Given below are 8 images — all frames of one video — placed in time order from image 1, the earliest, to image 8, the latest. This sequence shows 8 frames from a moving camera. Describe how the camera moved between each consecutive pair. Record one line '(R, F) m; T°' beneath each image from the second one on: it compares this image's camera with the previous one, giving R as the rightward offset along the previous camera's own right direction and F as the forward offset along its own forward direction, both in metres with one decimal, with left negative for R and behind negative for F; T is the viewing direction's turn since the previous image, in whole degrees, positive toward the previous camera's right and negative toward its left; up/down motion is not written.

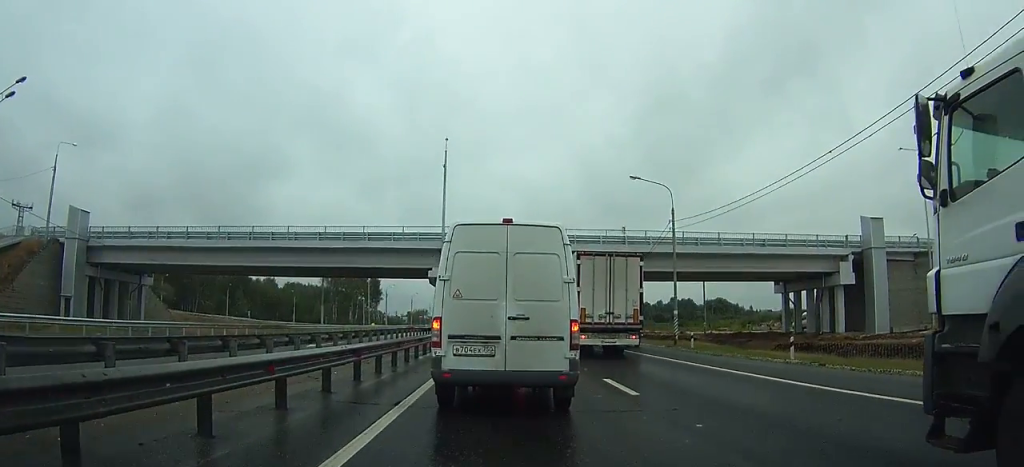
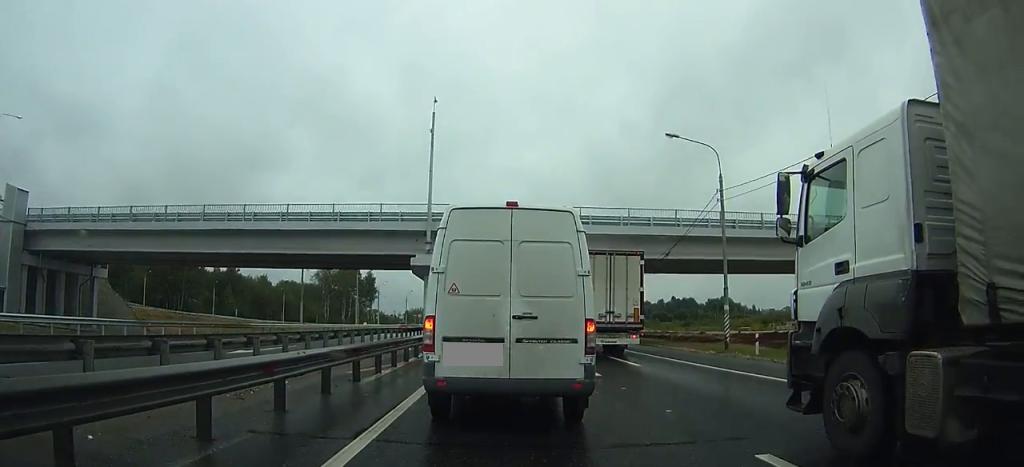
(-0.2, +8.1) m; -1°
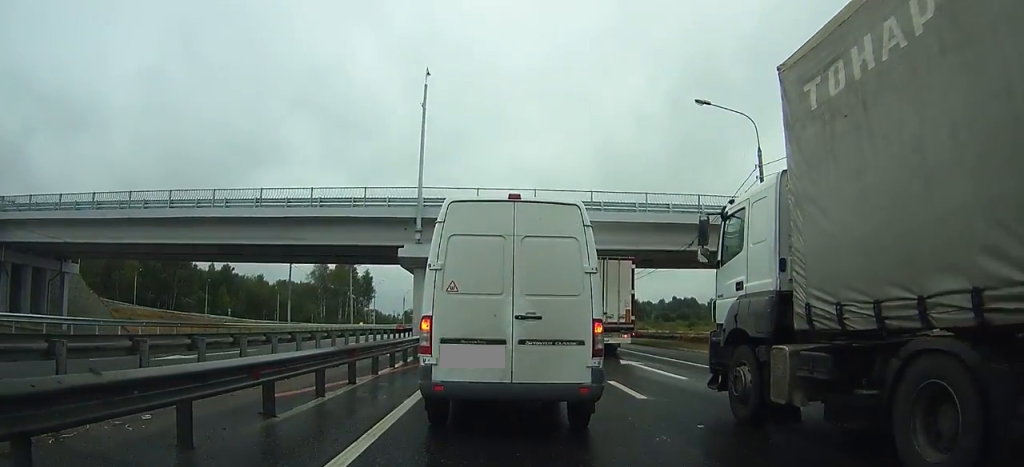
(+0.1, +5.2) m; +6°
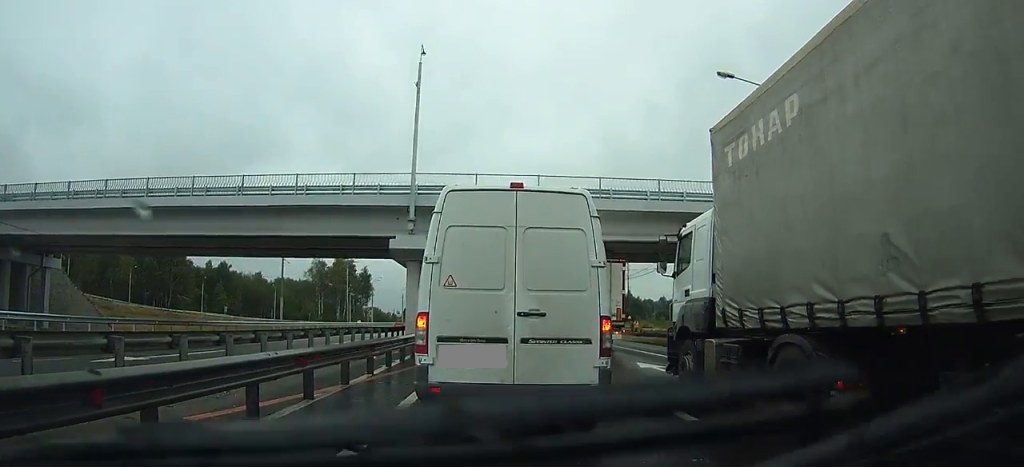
(+0.1, +3.0) m; +3°
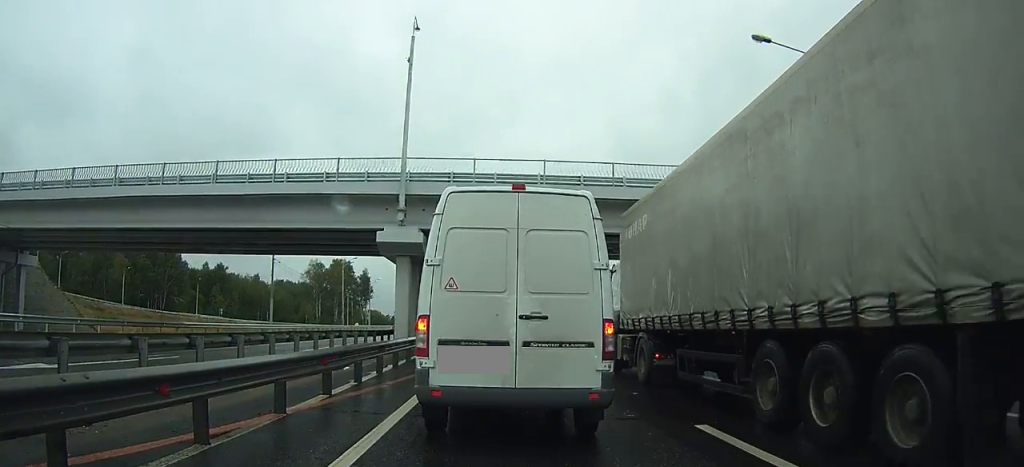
(+0.1, +4.8) m; -1°
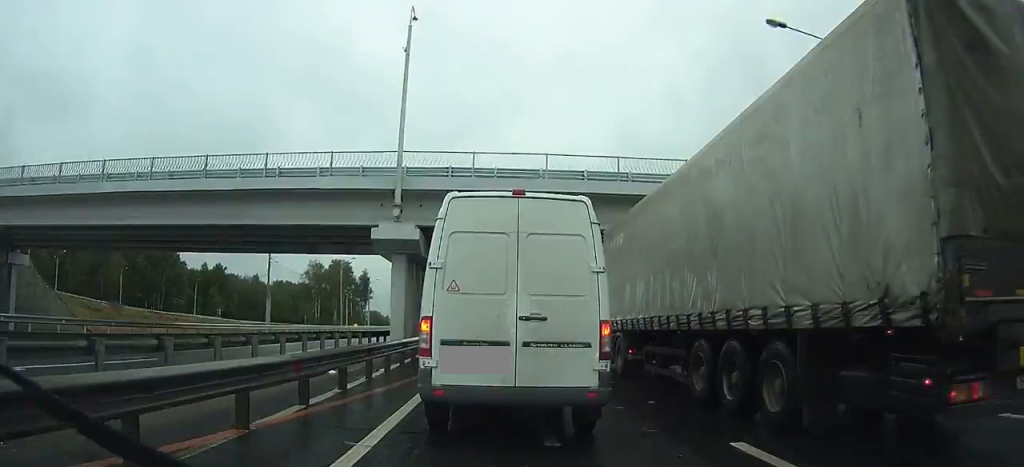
(0.0, +1.5) m; -2°
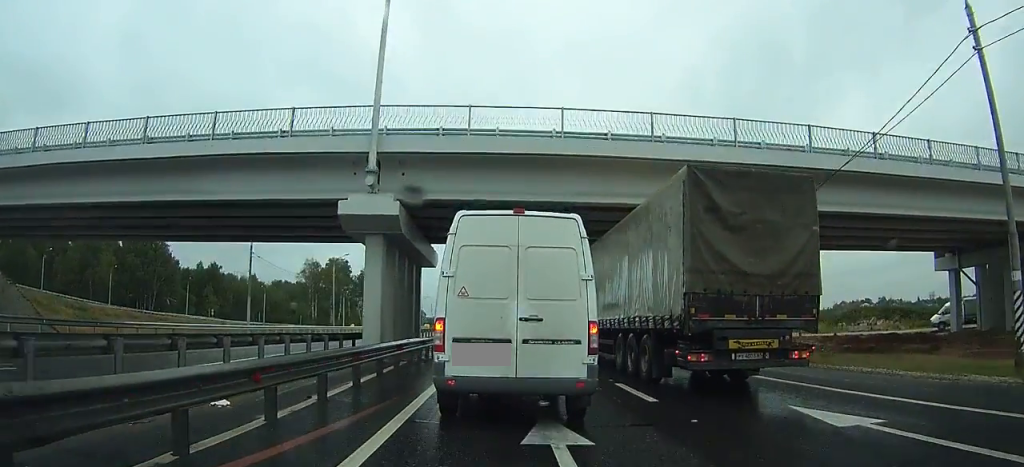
(-0.2, +5.0) m; -3°
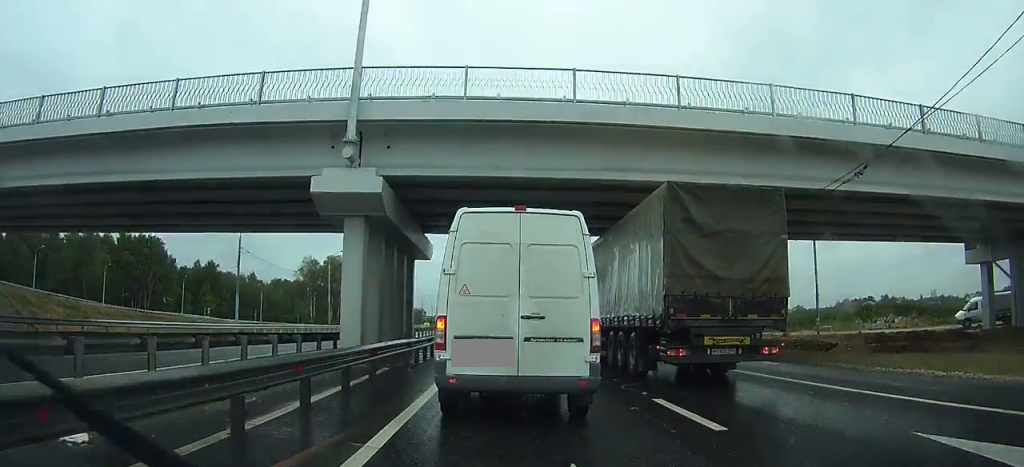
(0.0, +2.4) m; -1°
